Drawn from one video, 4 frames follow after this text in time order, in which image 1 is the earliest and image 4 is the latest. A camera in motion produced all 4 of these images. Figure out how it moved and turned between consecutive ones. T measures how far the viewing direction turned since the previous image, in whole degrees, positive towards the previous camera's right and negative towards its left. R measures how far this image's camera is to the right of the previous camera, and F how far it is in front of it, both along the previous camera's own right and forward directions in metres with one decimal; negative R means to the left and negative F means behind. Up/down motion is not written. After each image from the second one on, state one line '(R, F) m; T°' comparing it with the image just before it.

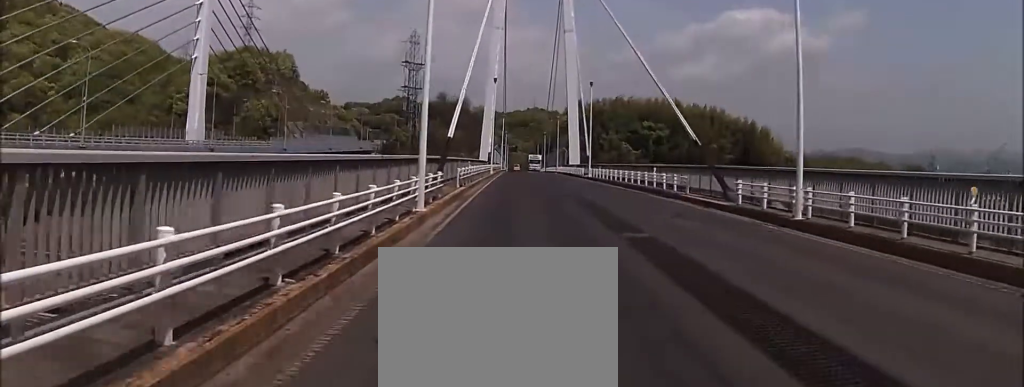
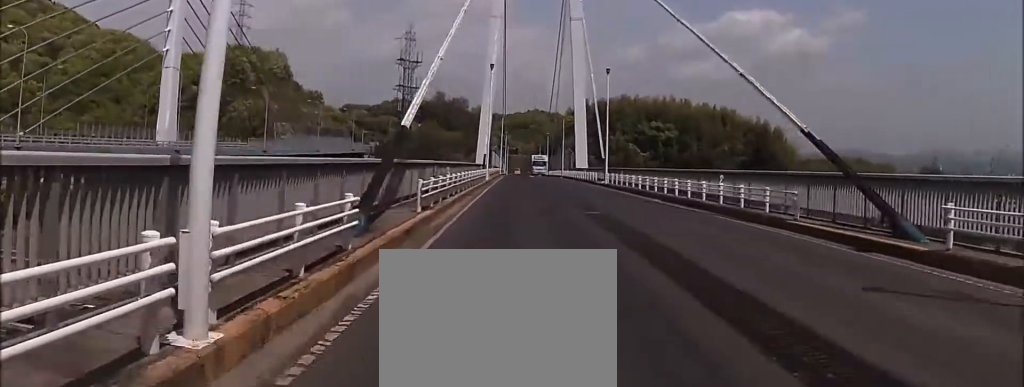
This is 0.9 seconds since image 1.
(+0.3, +10.4) m; +1°
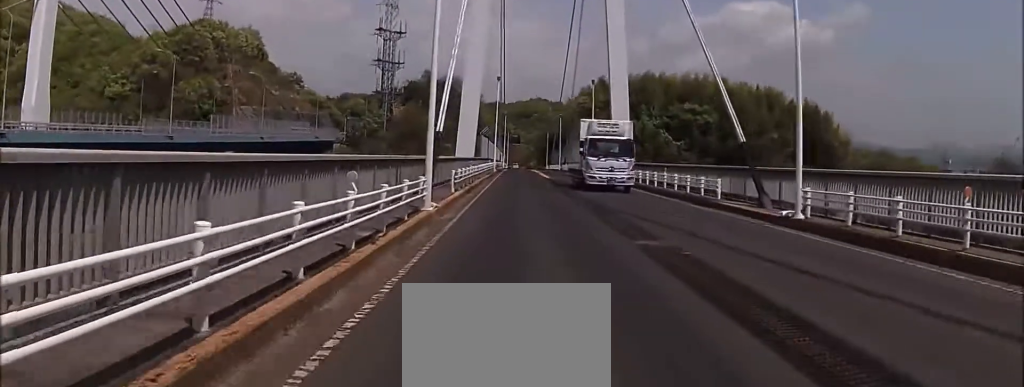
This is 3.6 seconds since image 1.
(-0.8, +32.7) m; -1°
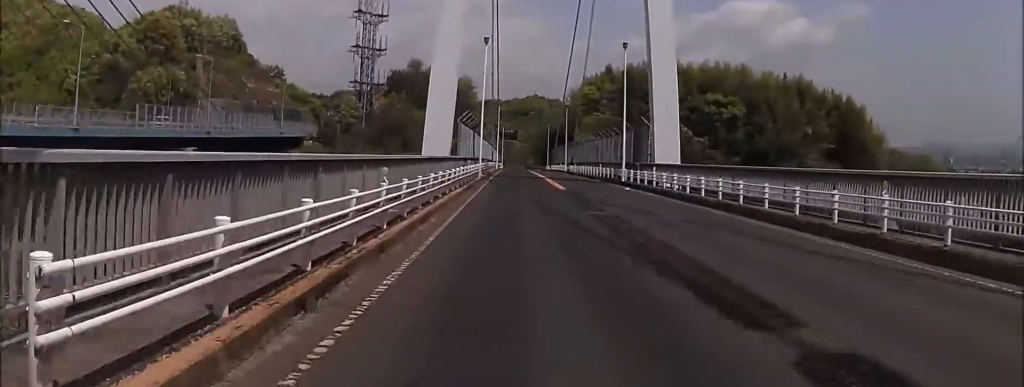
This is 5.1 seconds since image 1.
(-0.1, +18.7) m; -1°
